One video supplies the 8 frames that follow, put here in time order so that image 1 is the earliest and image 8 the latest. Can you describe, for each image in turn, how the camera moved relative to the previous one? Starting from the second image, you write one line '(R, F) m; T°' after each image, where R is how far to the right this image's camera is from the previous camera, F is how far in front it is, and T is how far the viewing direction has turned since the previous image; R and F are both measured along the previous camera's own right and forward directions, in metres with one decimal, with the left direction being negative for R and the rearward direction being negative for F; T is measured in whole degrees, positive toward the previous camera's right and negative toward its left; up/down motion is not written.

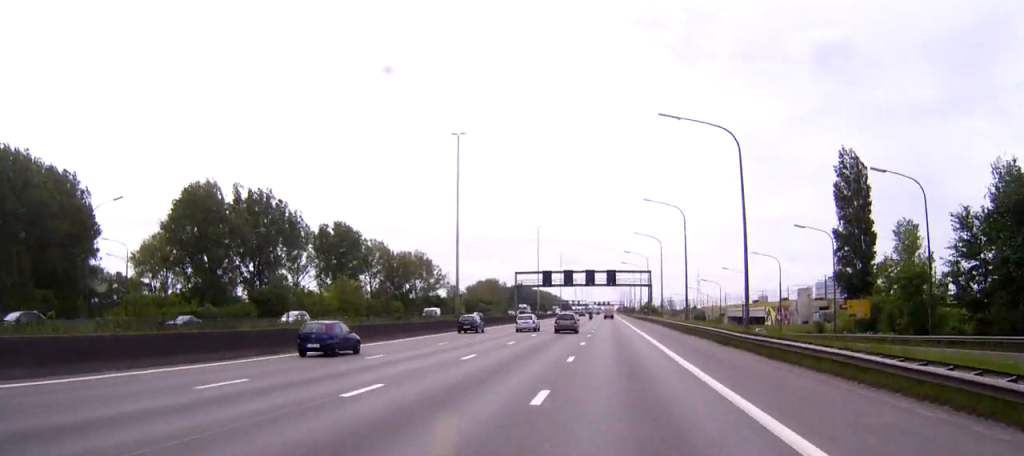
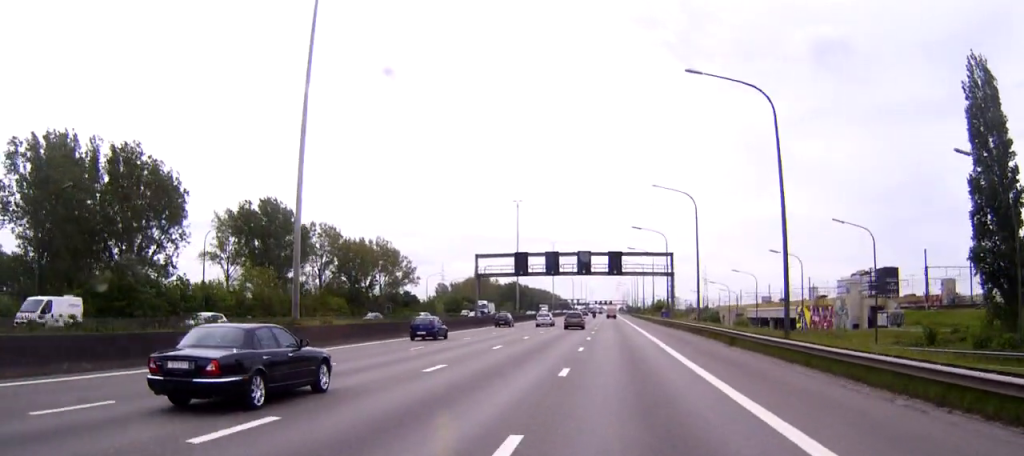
(0.0, +40.6) m; 0°
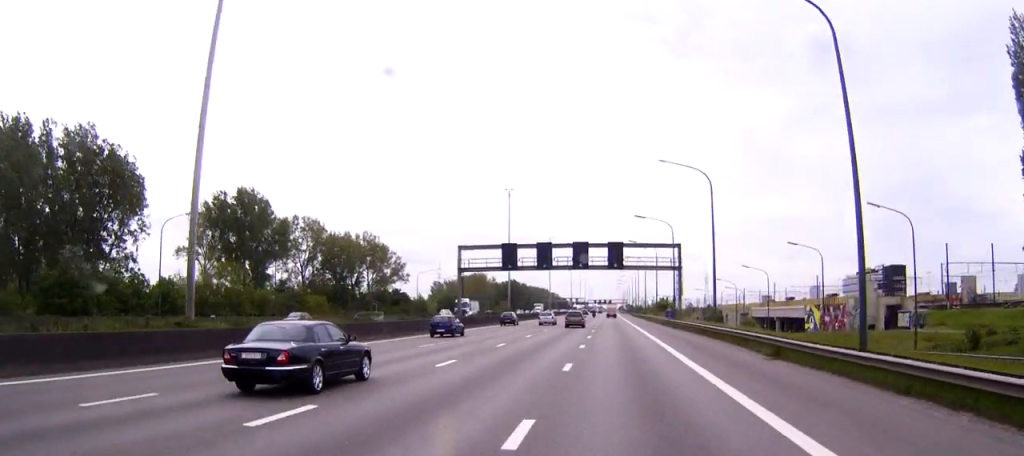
(0.0, +10.2) m; 0°
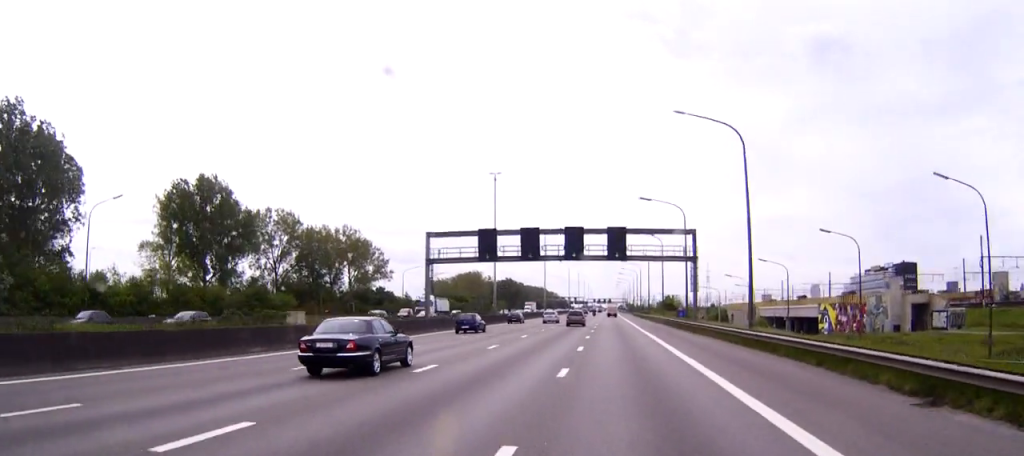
(0.0, +14.2) m; 0°
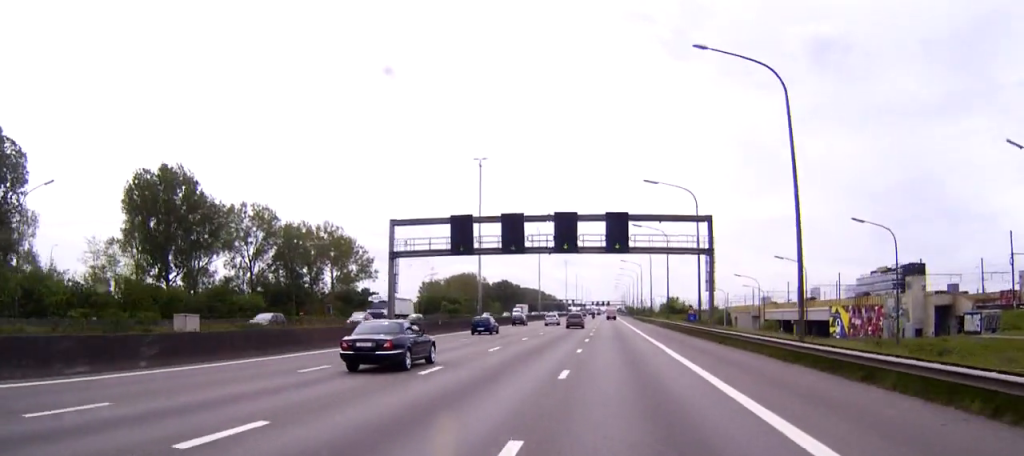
(0.0, +11.1) m; 0°
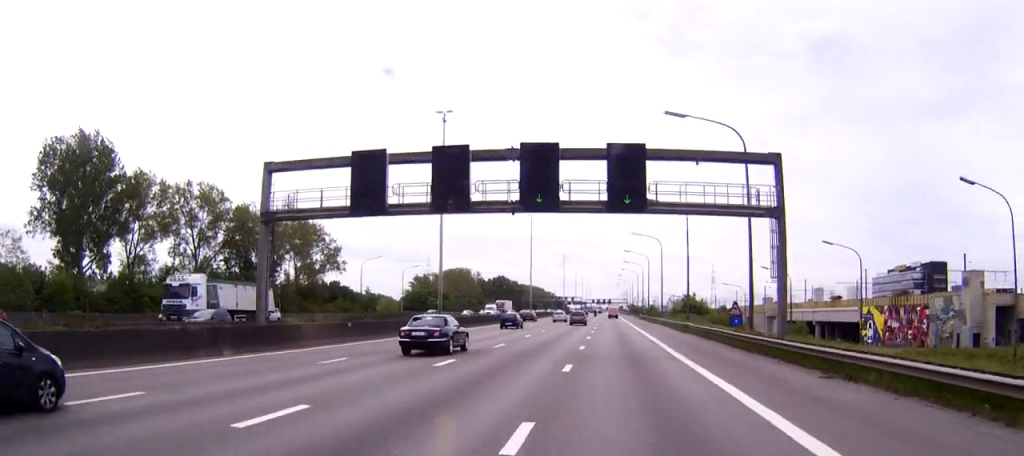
(-0.1, +22.5) m; 0°
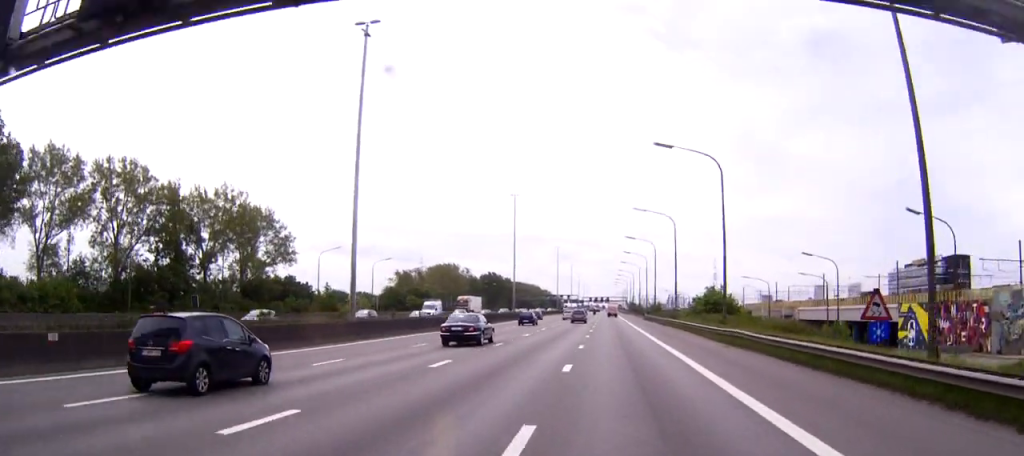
(0.0, +24.4) m; 0°
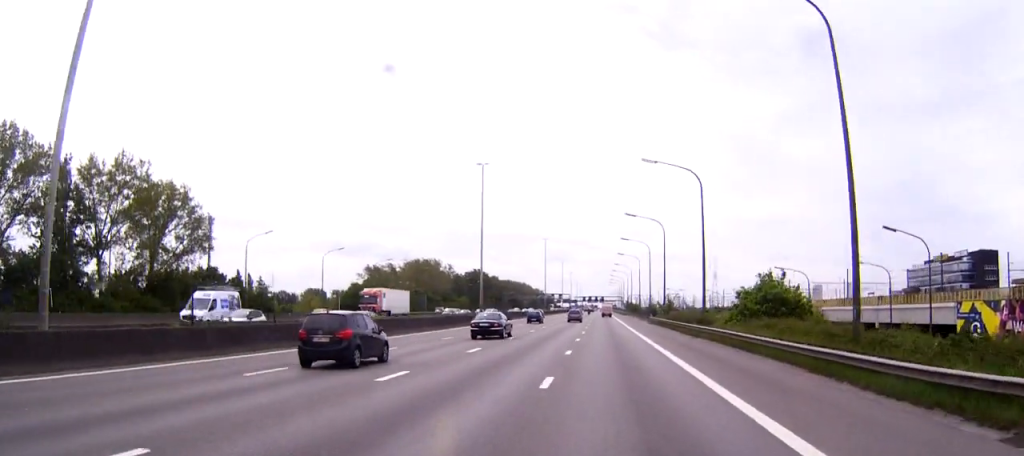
(0.0, +28.6) m; 0°
